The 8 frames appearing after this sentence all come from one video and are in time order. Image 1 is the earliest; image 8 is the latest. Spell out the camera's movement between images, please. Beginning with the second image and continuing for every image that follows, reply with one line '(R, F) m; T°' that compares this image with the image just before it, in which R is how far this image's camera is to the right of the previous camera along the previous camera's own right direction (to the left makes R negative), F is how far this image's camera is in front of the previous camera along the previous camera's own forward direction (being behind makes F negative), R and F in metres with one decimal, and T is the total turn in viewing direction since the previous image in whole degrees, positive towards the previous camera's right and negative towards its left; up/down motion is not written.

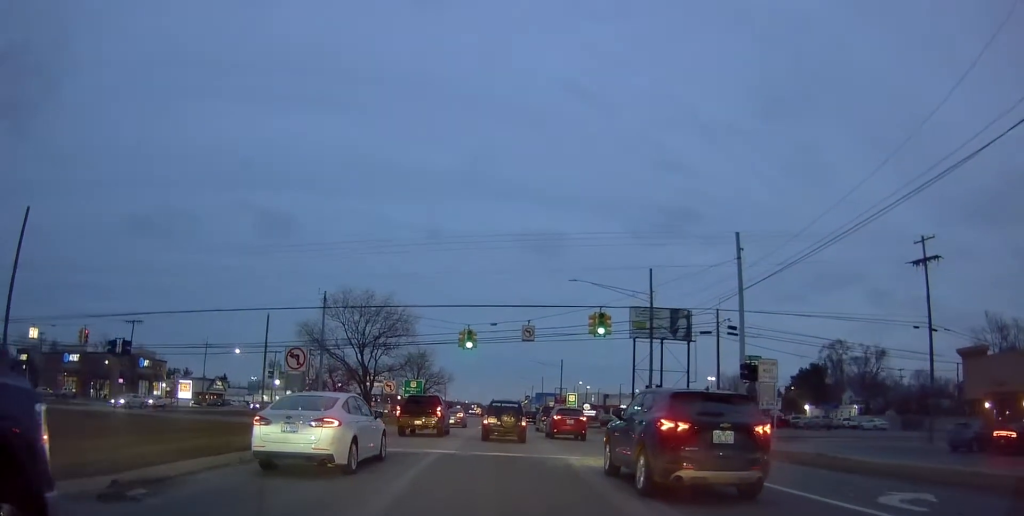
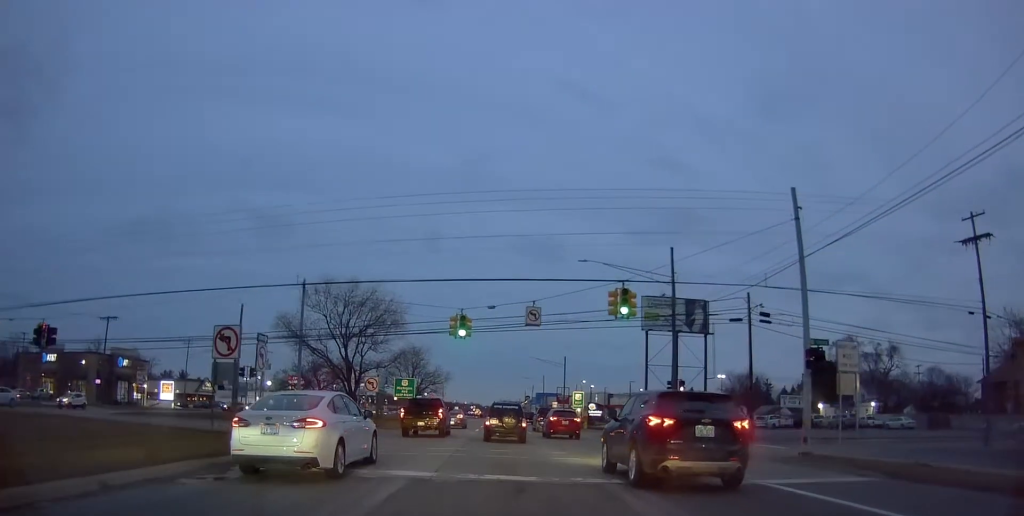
(0.0, +5.0) m; -3°
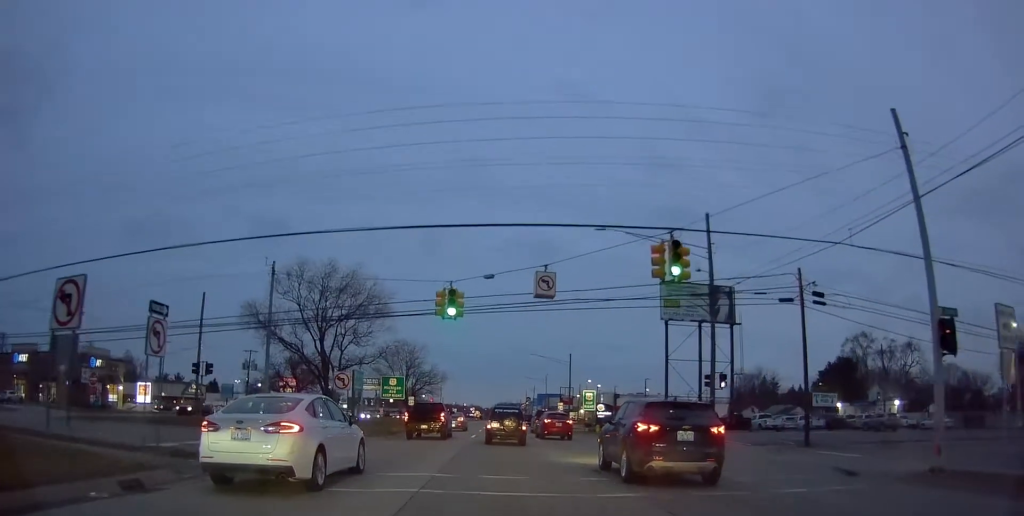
(-0.1, +5.9) m; -2°
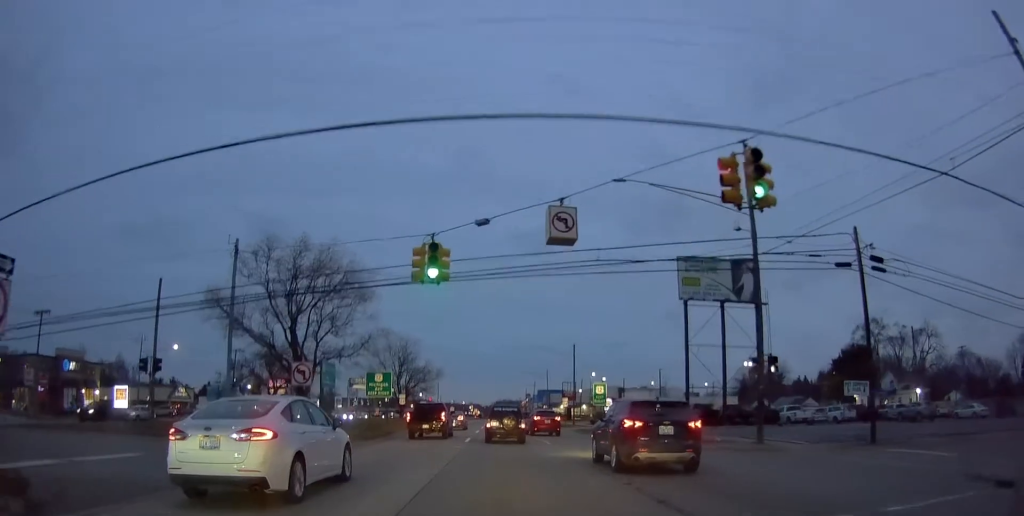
(-0.4, +5.1) m; +1°
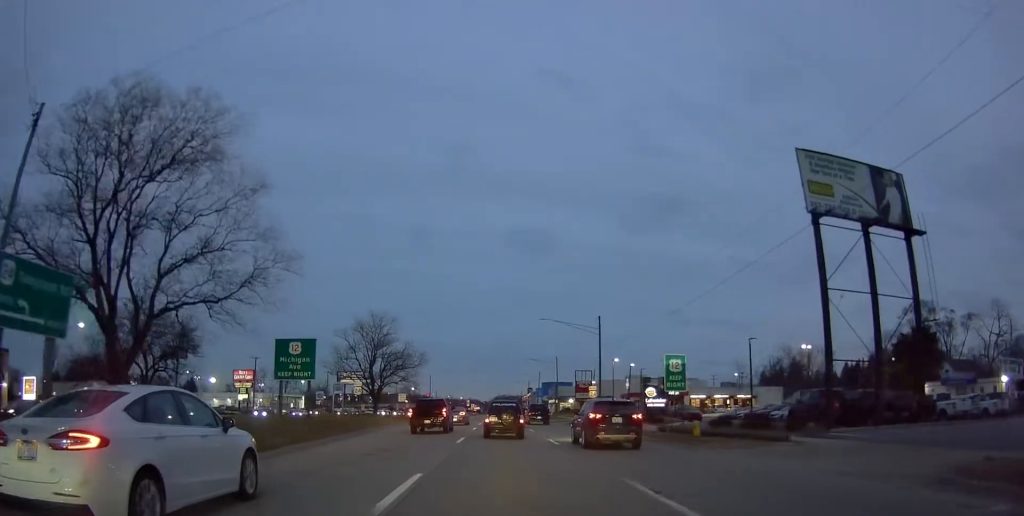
(+0.8, +17.9) m; +3°
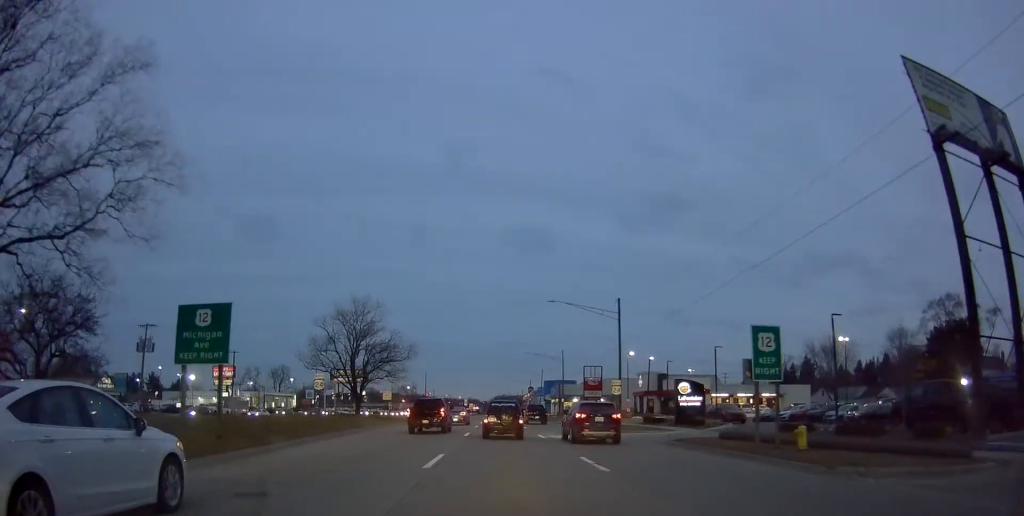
(-0.1, +8.6) m; 0°
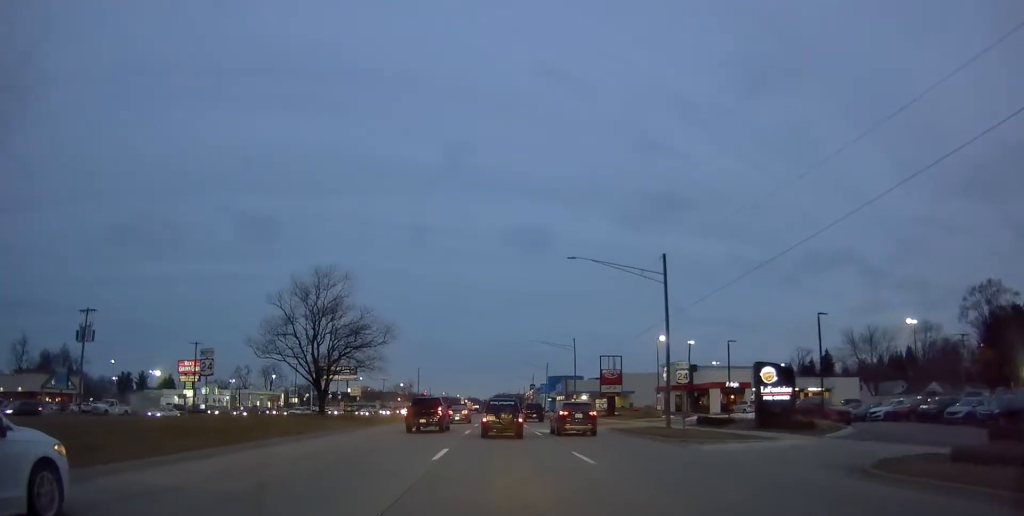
(+0.3, +12.9) m; +2°
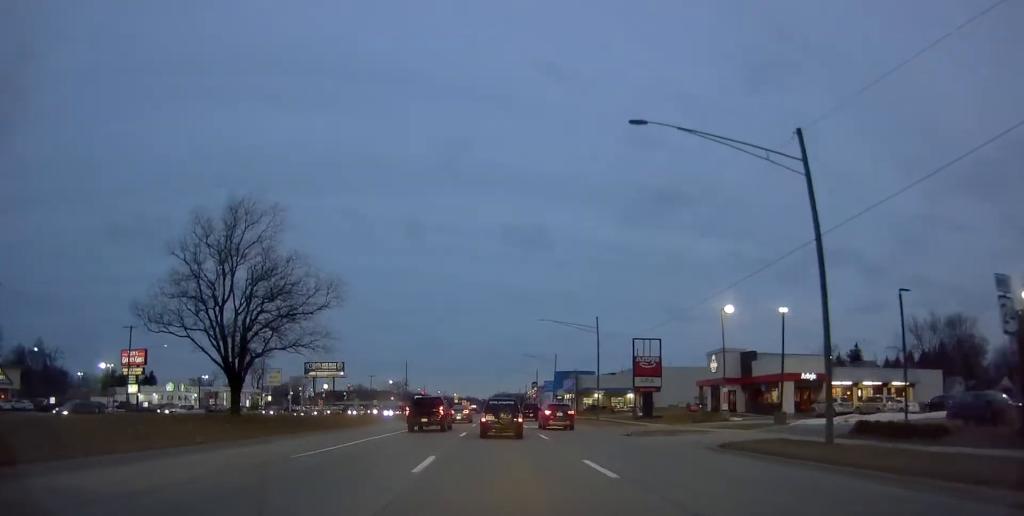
(0.0, +17.4) m; -1°
